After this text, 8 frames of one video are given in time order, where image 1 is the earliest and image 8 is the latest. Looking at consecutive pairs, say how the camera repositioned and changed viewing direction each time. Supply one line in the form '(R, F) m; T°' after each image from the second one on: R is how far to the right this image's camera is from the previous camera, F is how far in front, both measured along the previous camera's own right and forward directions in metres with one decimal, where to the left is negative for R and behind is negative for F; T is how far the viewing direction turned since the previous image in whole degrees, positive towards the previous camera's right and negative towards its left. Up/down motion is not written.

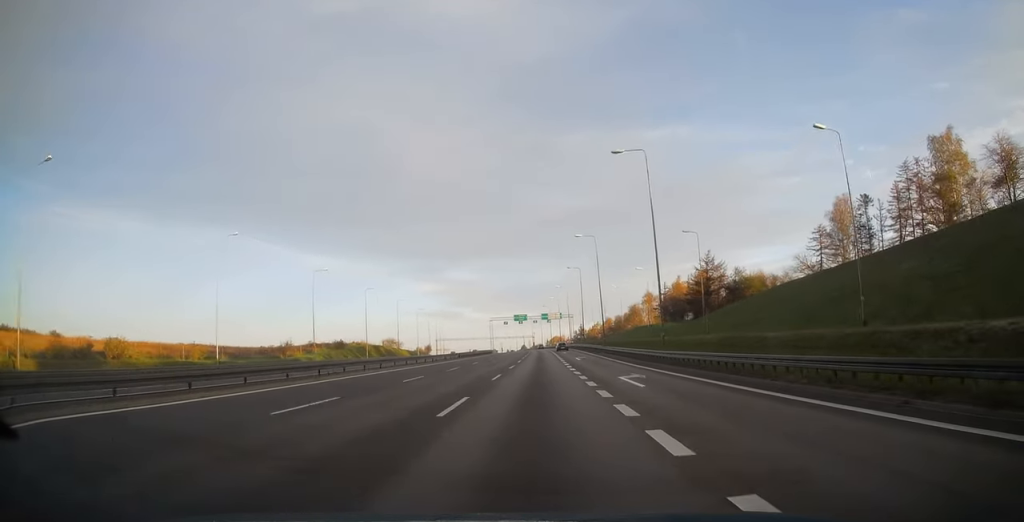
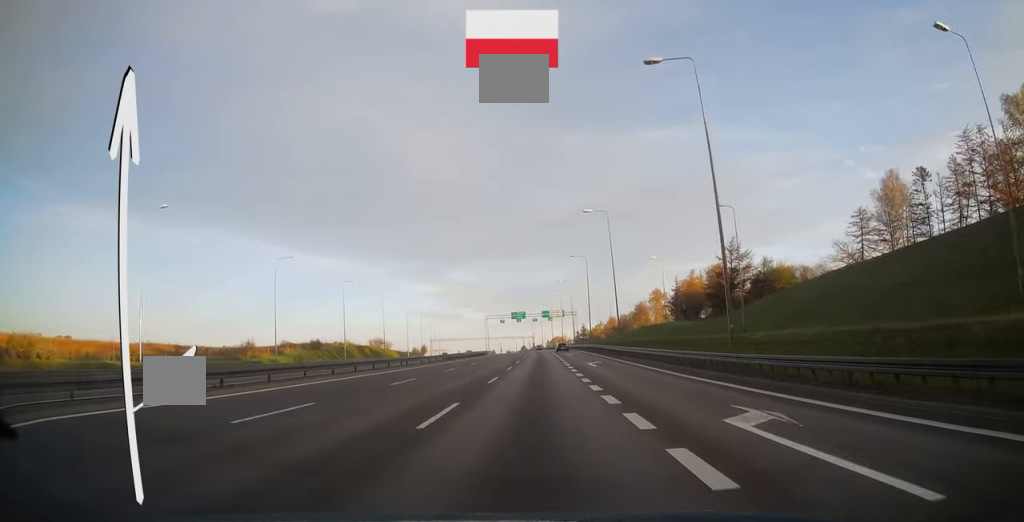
(0.0, +13.8) m; 0°
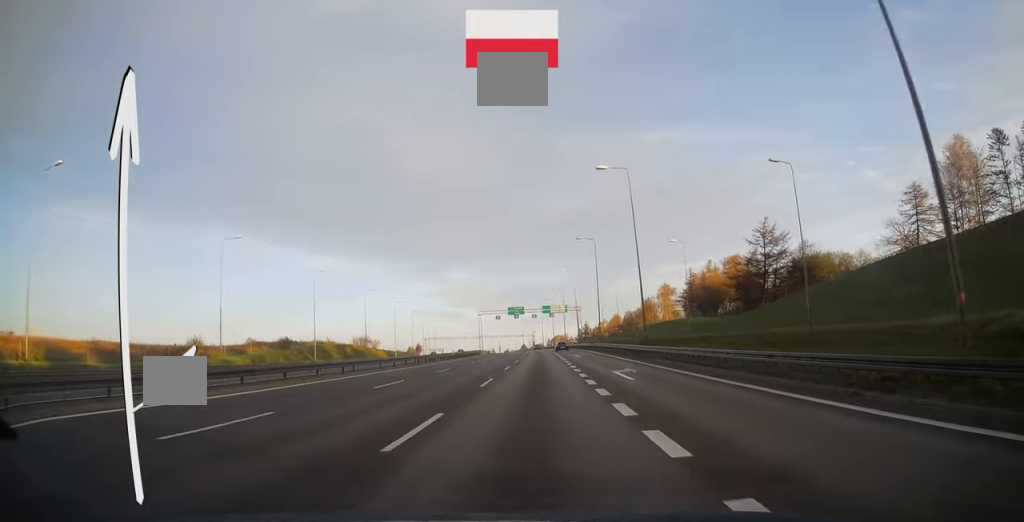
(0.0, +14.4) m; 0°
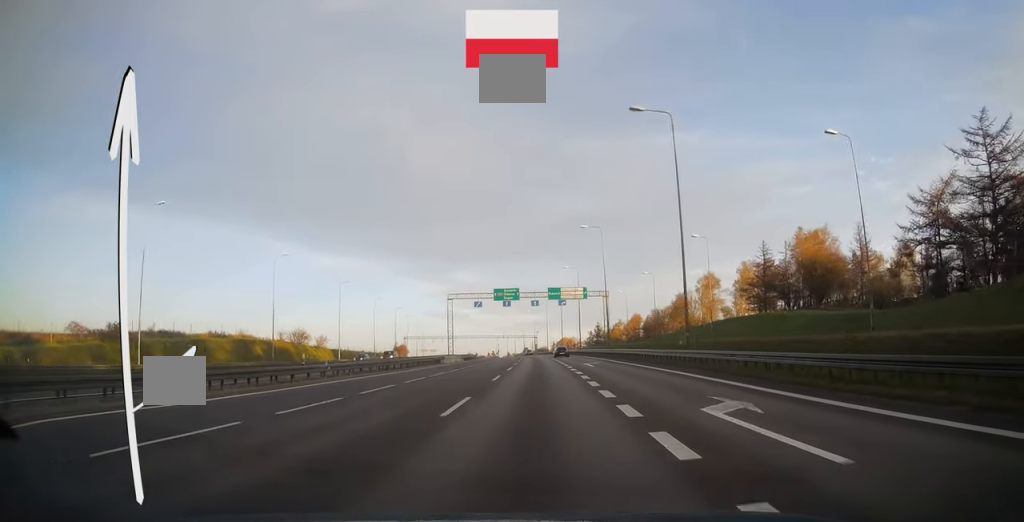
(-0.2, +44.0) m; -1°
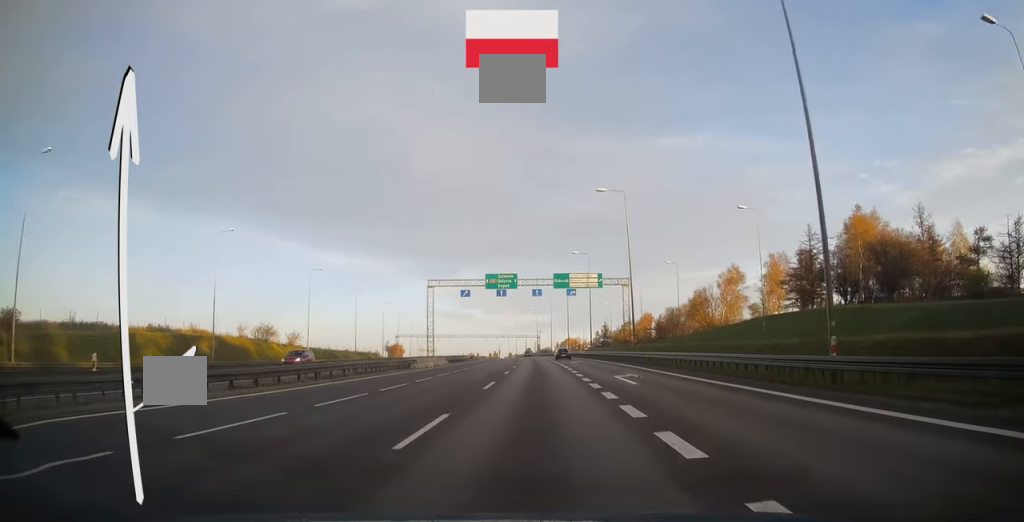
(0.0, +15.9) m; 0°
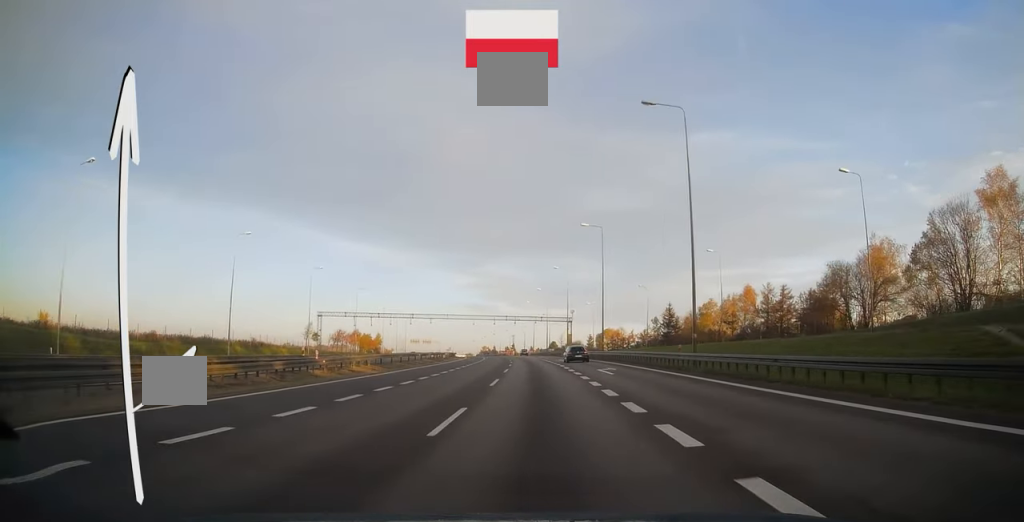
(-1.3, +83.2) m; -2°
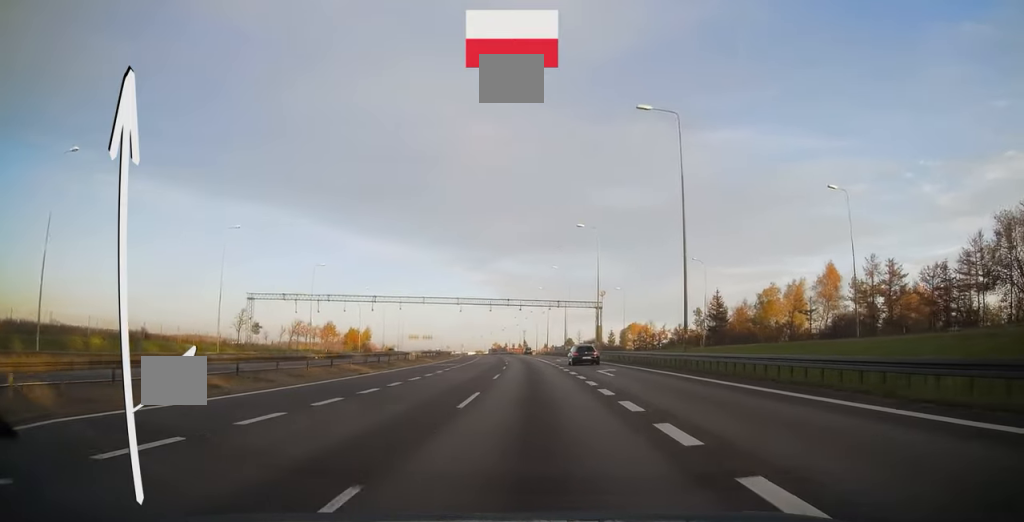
(-0.3, +31.9) m; -1°
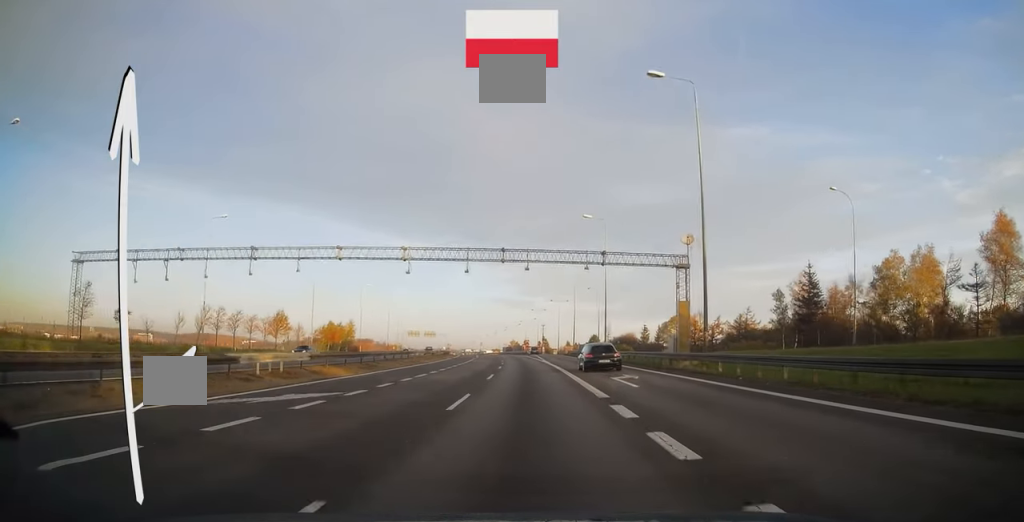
(-0.5, +36.7) m; -2°
